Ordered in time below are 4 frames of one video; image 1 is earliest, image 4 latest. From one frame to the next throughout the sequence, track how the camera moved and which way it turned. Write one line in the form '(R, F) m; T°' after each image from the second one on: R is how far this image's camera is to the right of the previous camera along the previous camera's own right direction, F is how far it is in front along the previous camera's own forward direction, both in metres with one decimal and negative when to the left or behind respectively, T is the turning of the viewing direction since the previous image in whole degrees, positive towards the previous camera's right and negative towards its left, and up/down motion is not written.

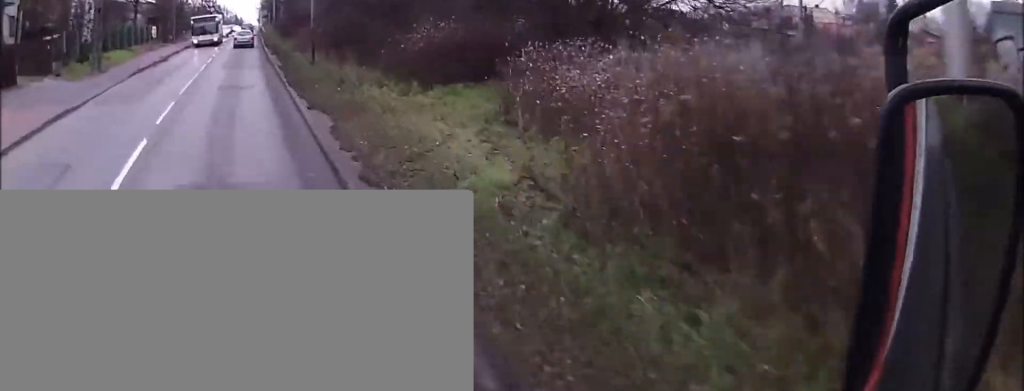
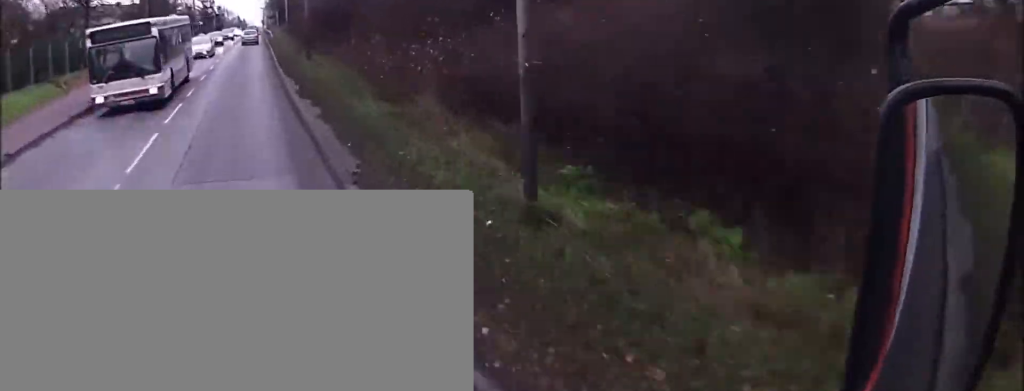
(-0.1, +20.8) m; 0°
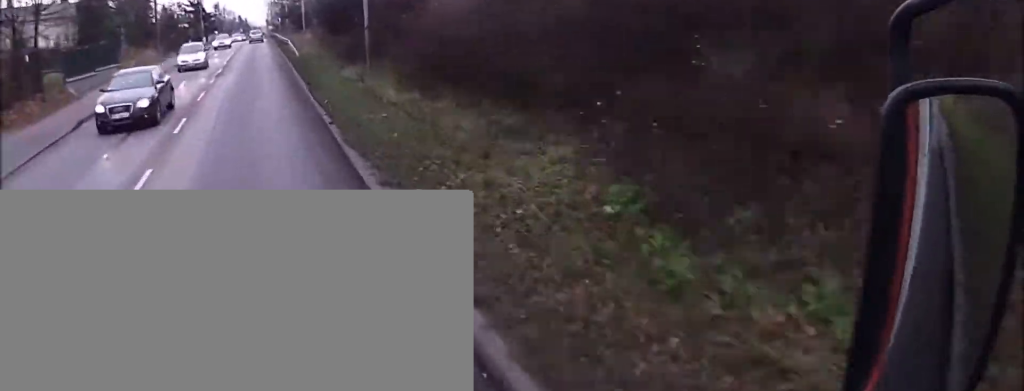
(-0.3, +37.8) m; +1°
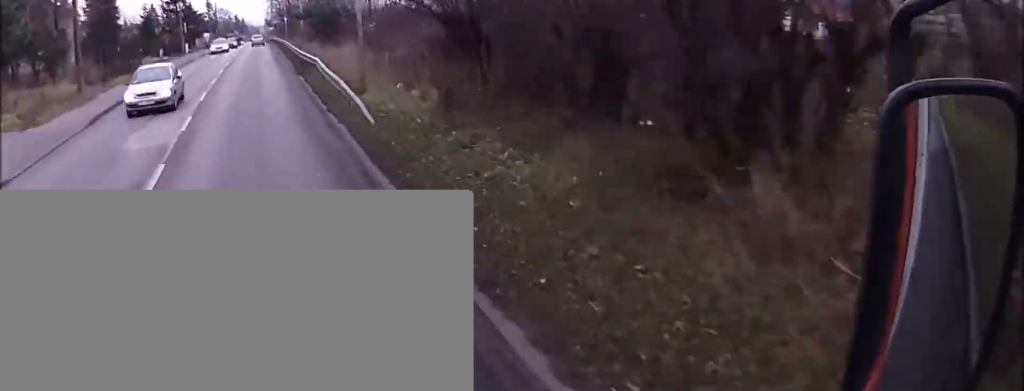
(-0.1, +23.7) m; -1°
